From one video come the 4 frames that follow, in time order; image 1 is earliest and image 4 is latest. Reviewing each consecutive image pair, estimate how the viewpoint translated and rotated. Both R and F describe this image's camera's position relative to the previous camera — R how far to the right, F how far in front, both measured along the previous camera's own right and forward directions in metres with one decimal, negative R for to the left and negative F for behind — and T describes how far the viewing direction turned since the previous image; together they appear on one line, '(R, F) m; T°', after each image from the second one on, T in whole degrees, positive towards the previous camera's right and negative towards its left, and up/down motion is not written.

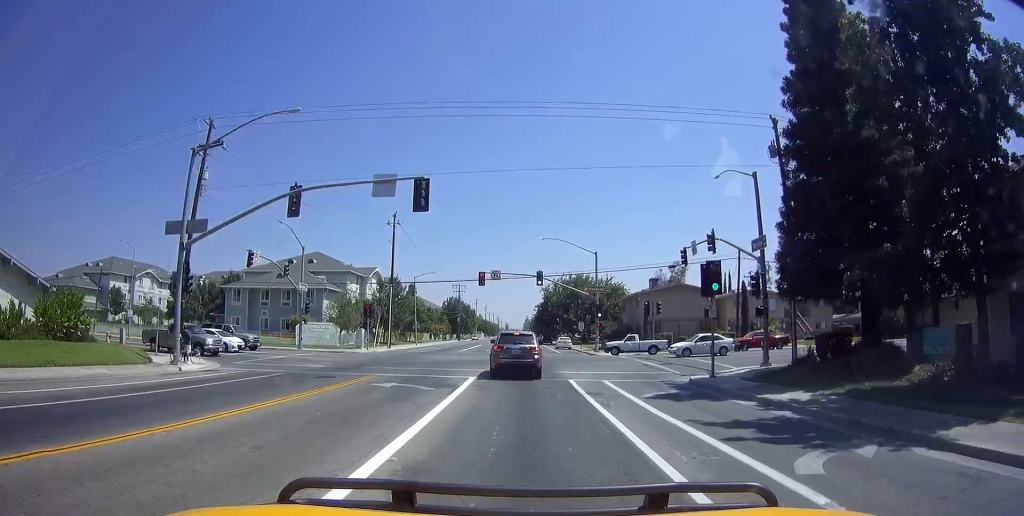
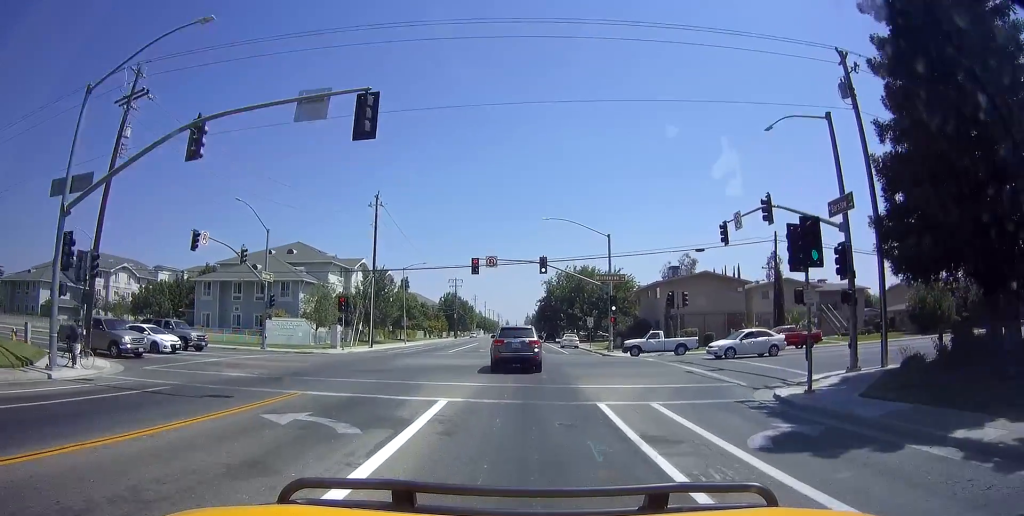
(+0.2, +6.6) m; +2°
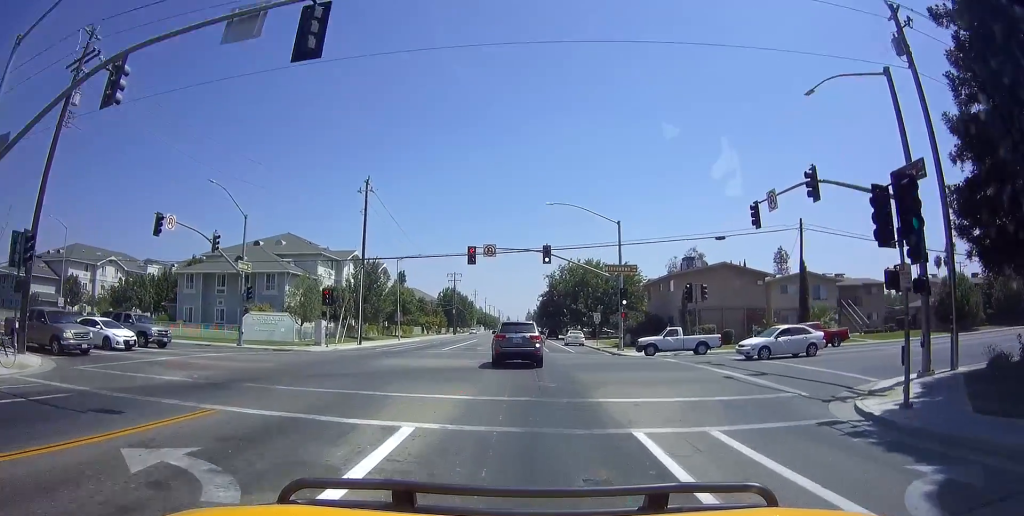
(+0.1, +3.5) m; +1°
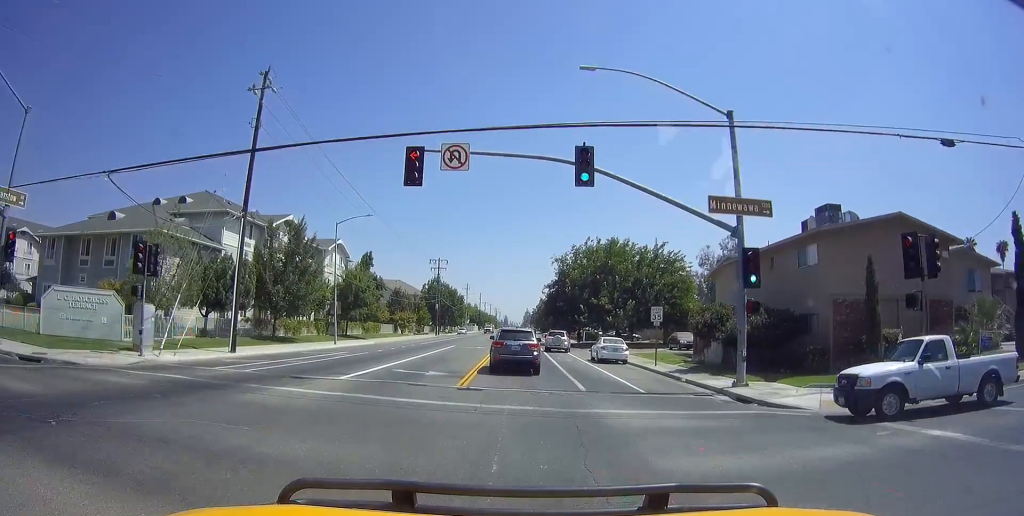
(-0.4, +21.0) m; -1°
